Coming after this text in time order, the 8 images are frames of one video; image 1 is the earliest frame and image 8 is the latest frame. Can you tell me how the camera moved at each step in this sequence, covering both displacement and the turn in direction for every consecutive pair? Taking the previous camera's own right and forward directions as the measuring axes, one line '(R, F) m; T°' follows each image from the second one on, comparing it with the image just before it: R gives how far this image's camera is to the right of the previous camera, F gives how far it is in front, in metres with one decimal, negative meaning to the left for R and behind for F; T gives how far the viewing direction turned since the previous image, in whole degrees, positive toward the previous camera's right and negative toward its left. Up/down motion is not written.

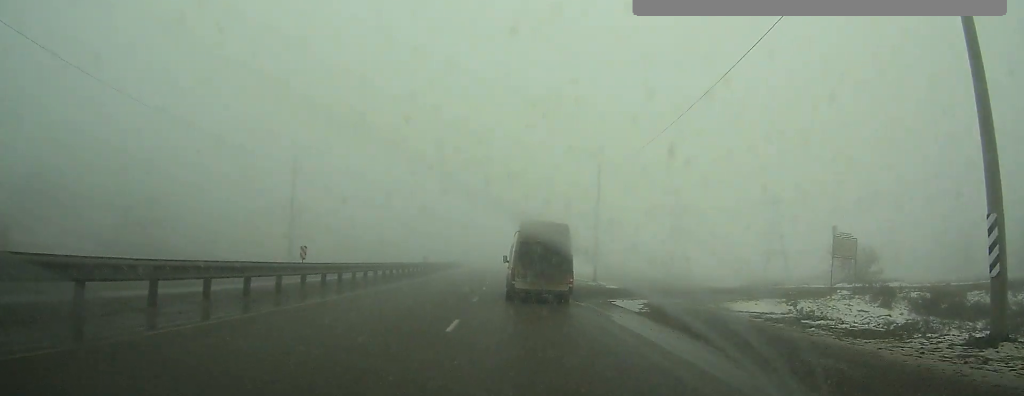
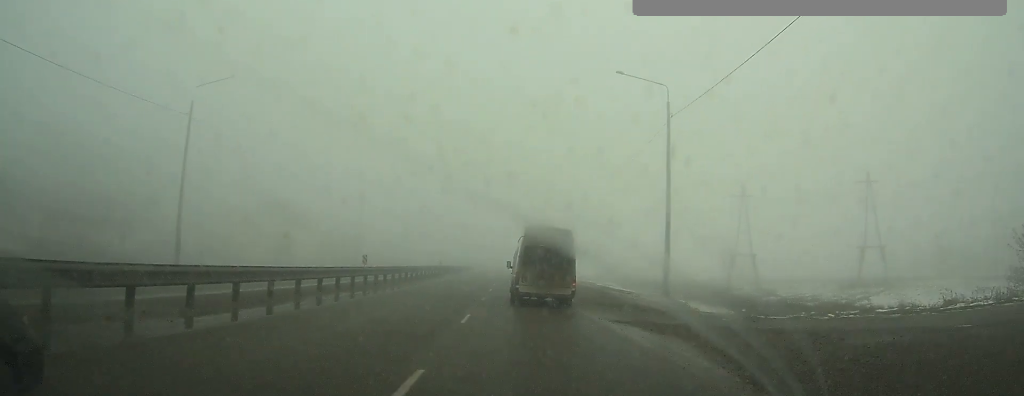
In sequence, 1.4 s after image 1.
(-0.2, +18.2) m; -1°
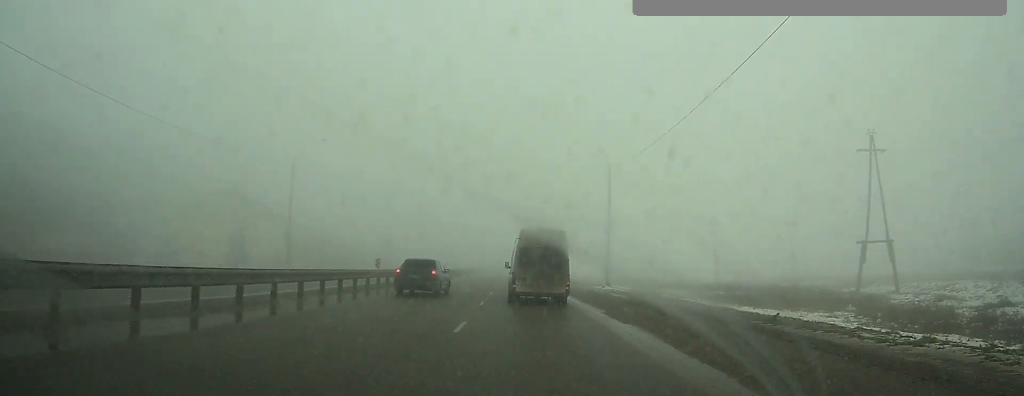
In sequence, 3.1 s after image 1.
(-0.3, +26.1) m; -1°
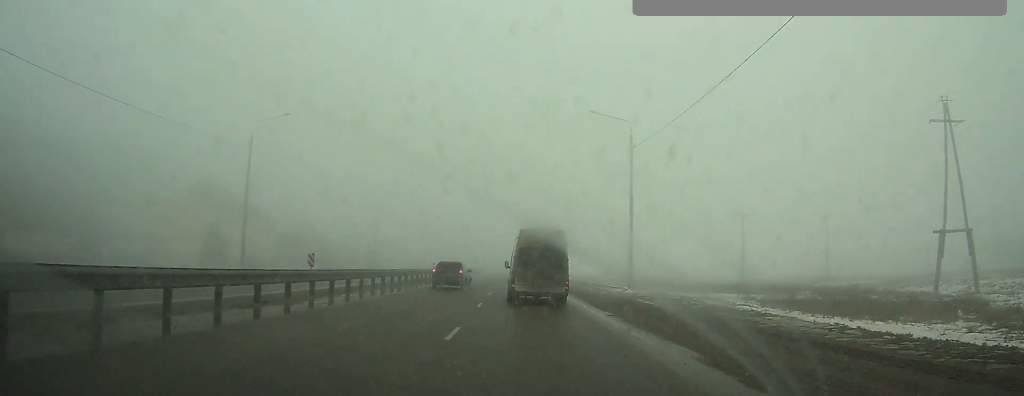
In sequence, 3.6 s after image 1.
(0.0, +9.3) m; -1°
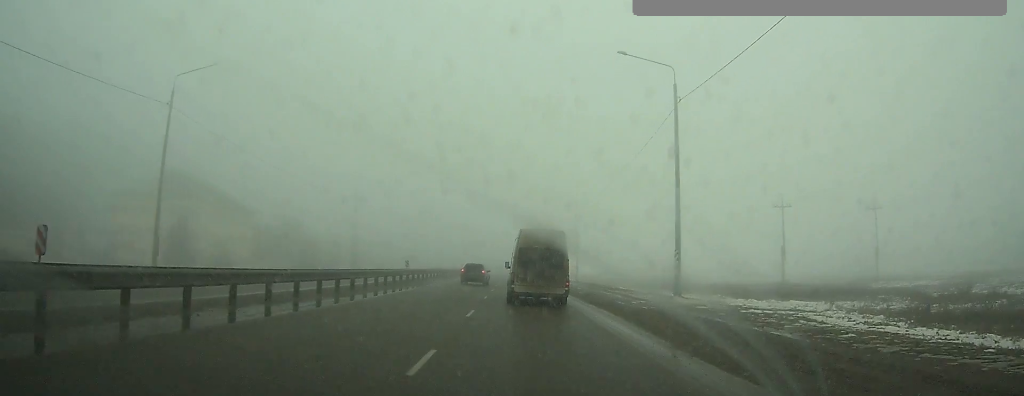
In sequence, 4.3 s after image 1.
(-0.1, +12.2) m; 0°
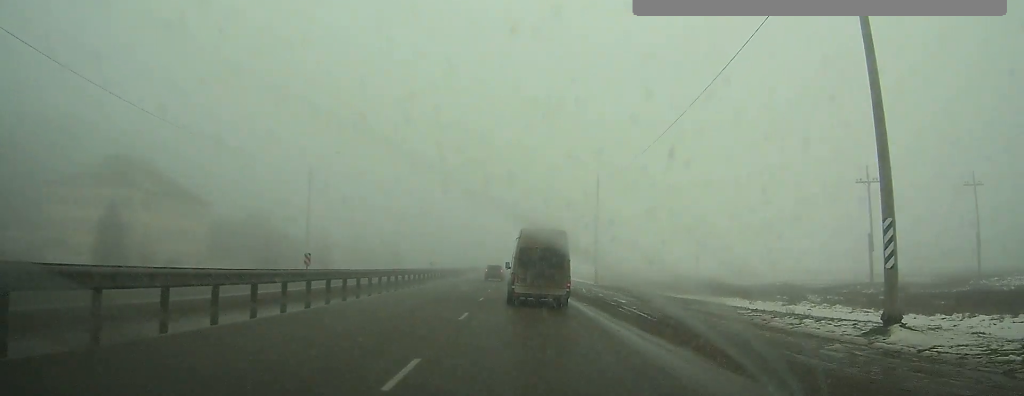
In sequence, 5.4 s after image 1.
(-0.1, +18.8) m; 0°
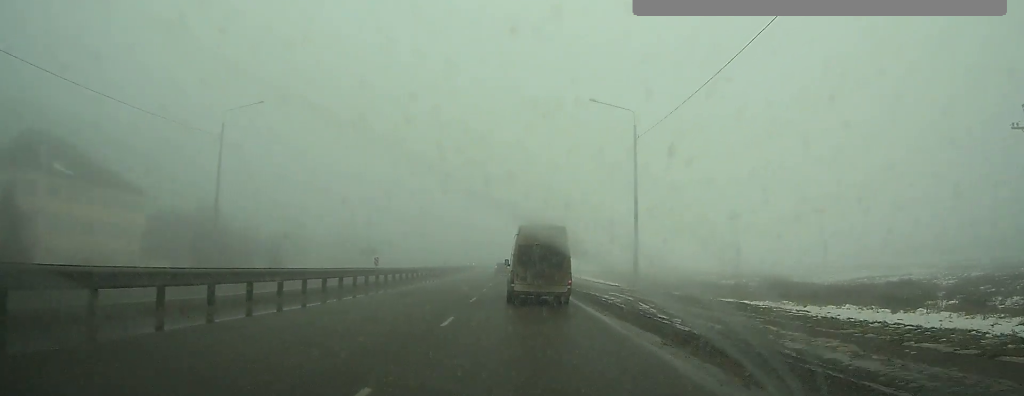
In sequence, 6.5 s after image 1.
(0.0, +20.2) m; 0°
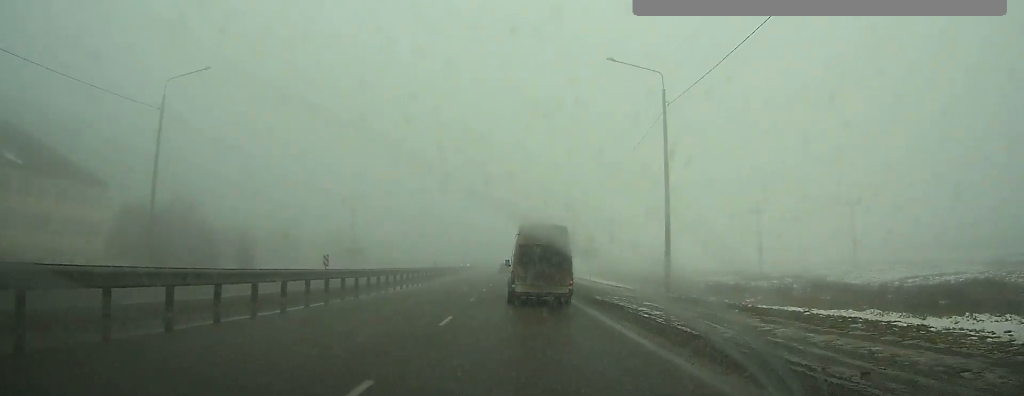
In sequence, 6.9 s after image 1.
(0.0, +7.5) m; 0°
